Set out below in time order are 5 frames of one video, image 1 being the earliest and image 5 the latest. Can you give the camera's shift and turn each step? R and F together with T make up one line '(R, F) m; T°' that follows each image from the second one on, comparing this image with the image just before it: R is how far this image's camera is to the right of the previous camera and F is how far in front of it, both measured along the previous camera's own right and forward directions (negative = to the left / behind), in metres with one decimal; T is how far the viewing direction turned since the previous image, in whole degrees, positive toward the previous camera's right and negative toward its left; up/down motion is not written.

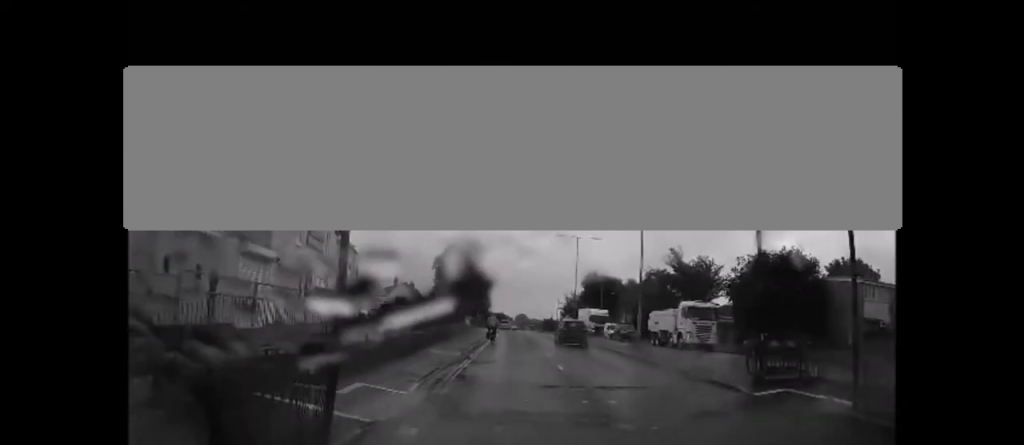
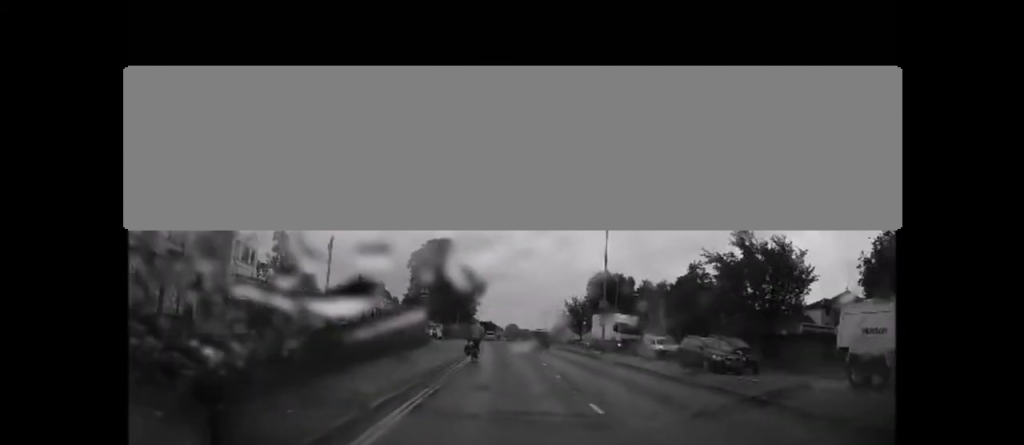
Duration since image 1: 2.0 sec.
(-1.2, +19.4) m; -3°
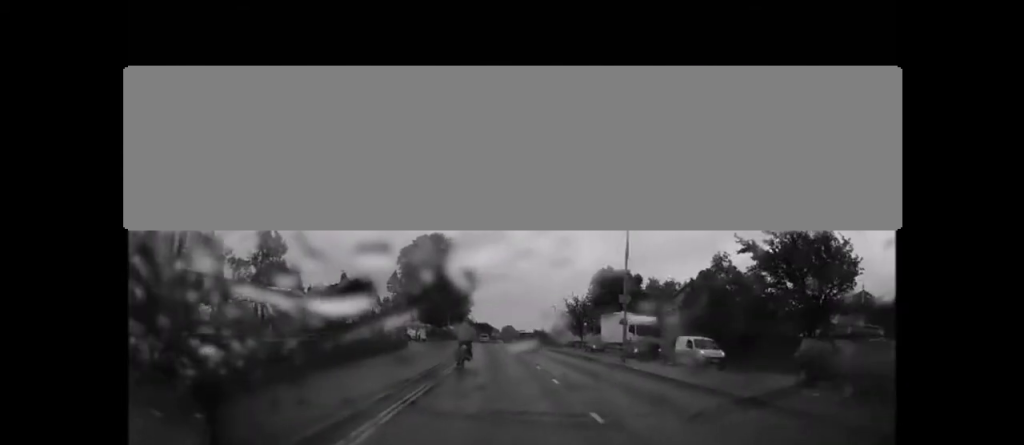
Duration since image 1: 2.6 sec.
(0.0, +6.8) m; +2°
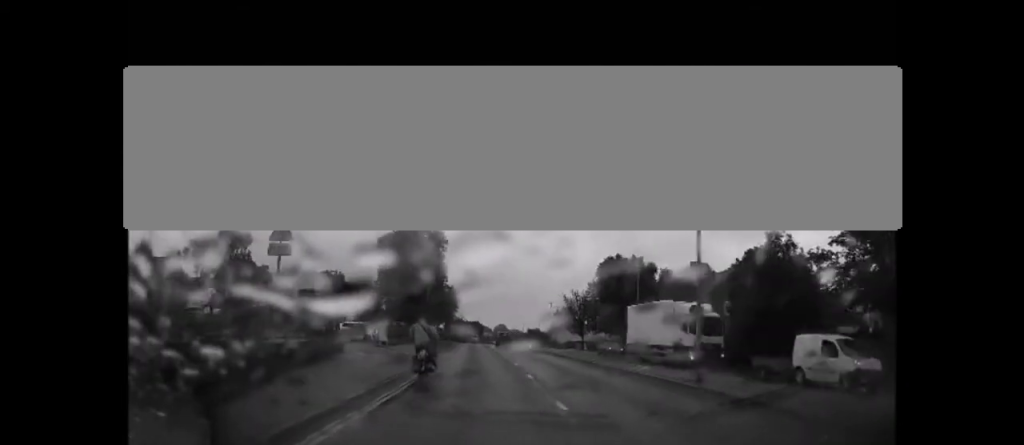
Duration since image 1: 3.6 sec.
(+0.3, +11.0) m; -1°
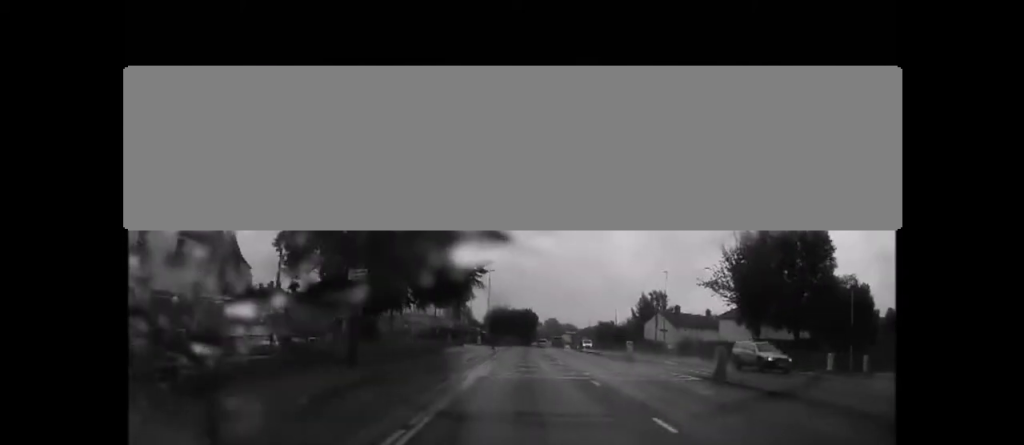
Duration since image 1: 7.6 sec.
(-5.4, +51.4) m; -8°
